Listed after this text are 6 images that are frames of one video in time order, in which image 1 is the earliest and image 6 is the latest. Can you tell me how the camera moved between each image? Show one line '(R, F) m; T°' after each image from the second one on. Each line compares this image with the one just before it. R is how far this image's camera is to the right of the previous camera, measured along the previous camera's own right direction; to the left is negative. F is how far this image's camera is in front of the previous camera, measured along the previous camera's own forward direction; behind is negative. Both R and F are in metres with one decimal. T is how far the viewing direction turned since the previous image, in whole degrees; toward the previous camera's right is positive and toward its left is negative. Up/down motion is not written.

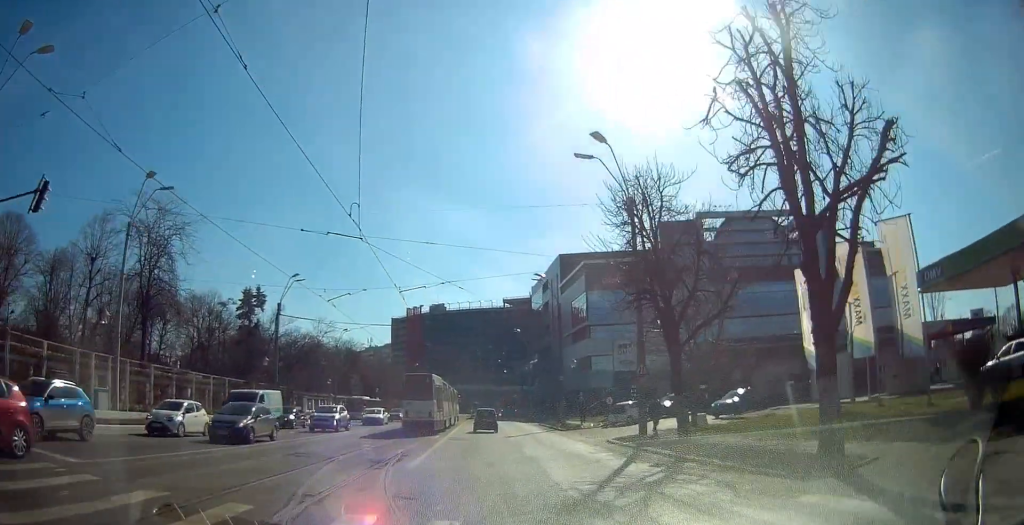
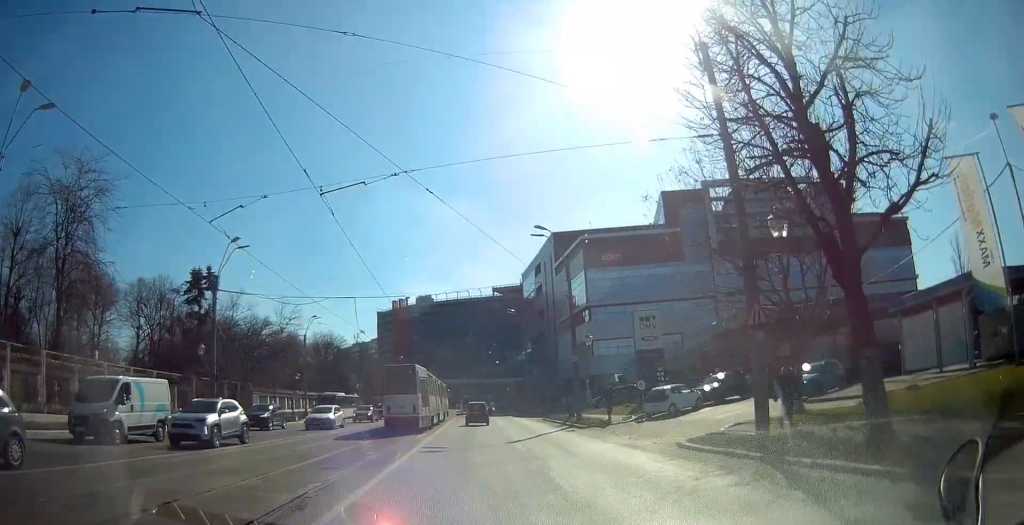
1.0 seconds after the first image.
(+0.3, +9.8) m; +3°
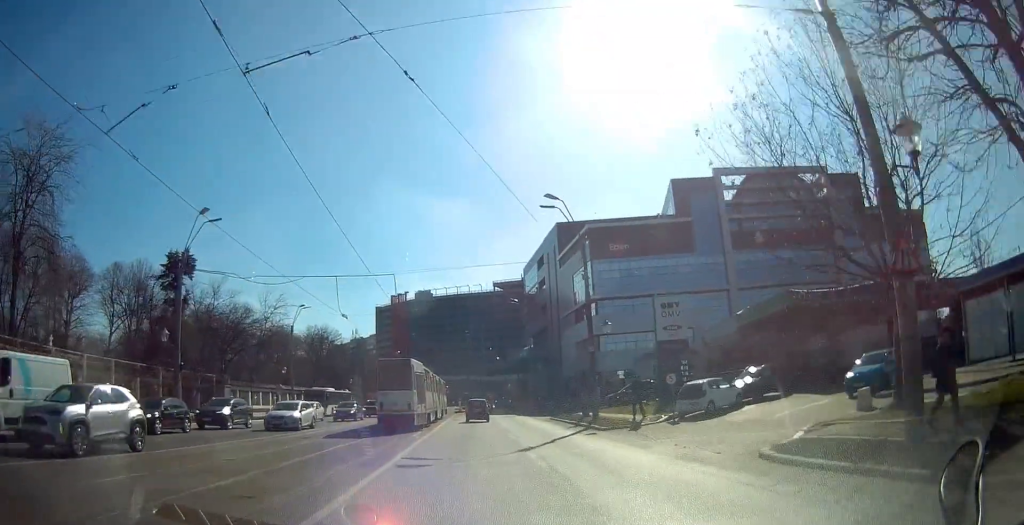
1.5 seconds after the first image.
(+0.1, +4.8) m; +1°
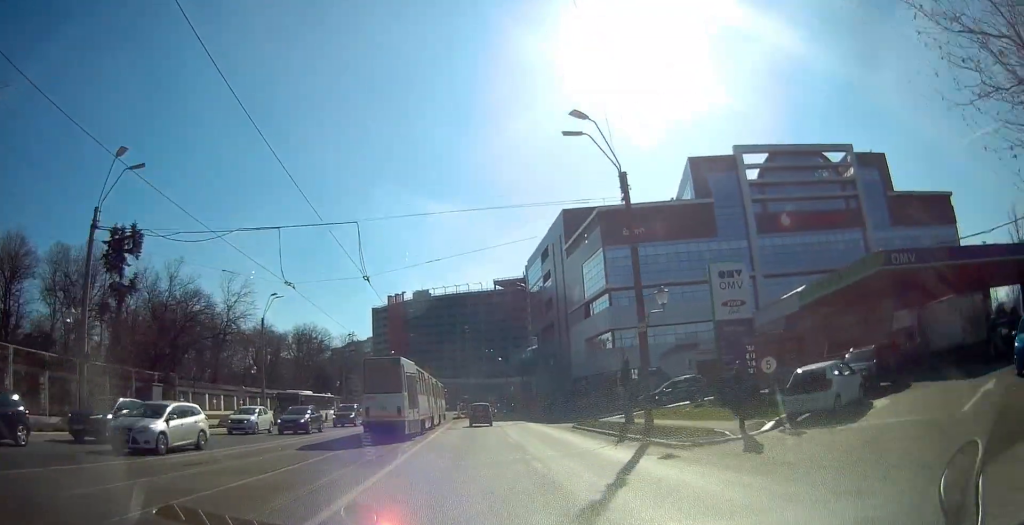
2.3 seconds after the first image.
(0.0, +9.1) m; 0°
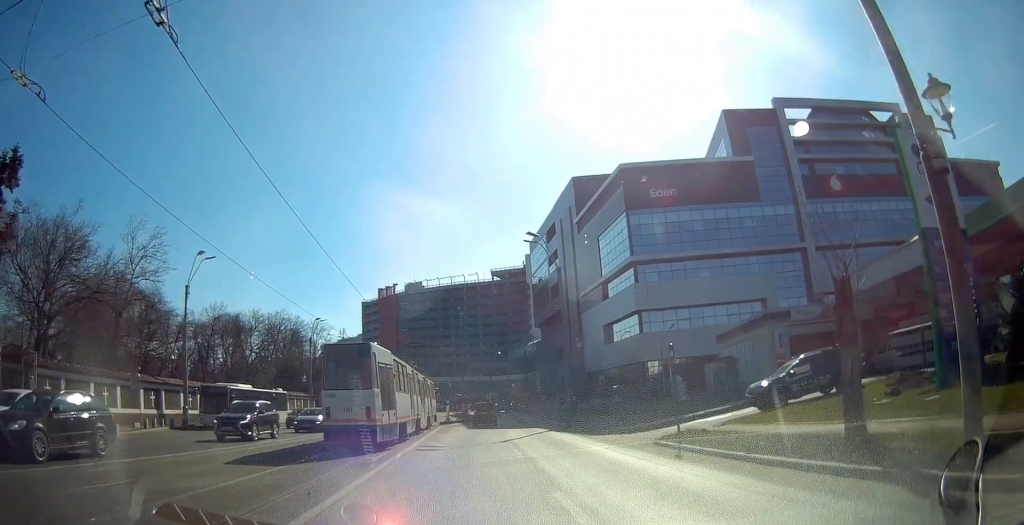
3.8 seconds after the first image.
(-0.1, +15.0) m; 0°
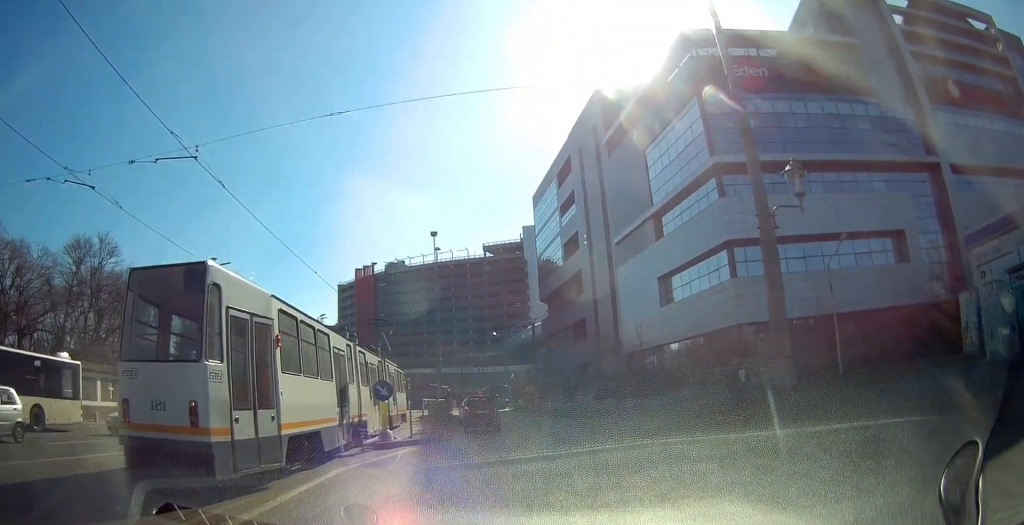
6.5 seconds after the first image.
(+0.2, +26.3) m; +1°
